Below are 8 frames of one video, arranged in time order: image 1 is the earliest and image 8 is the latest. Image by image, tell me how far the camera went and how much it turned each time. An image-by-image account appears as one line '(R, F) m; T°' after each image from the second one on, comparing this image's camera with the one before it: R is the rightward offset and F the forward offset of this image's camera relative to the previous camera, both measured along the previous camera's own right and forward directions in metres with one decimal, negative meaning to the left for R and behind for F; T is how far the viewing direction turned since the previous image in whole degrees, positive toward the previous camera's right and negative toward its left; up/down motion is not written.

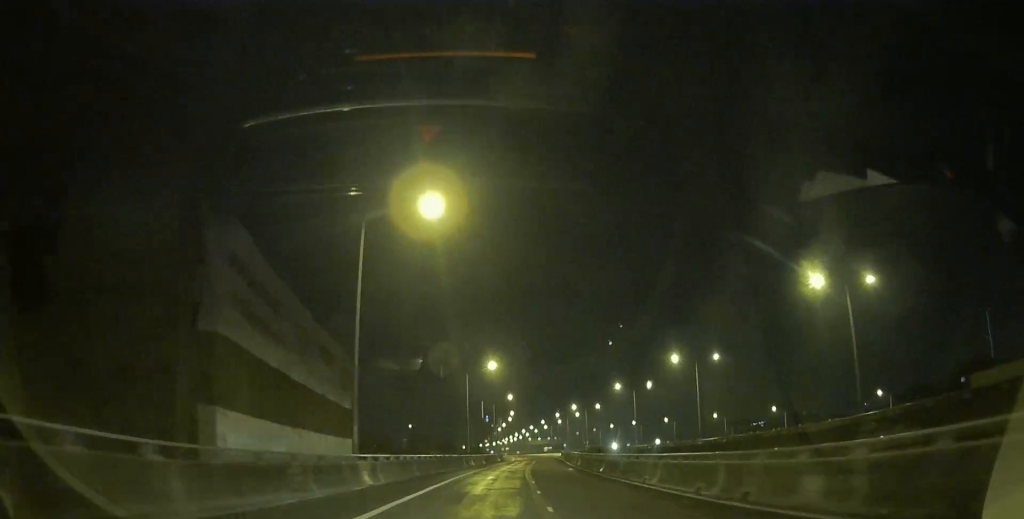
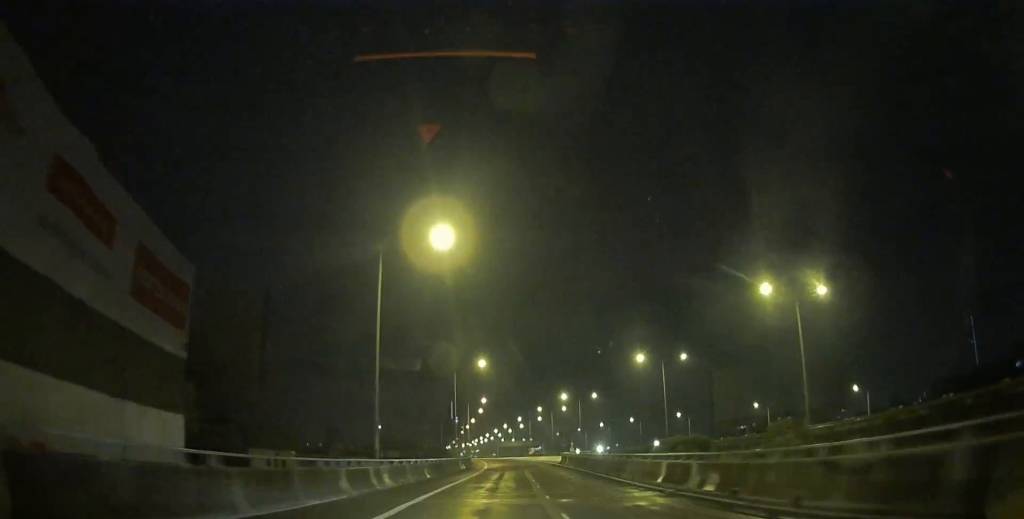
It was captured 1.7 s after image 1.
(+0.7, +35.1) m; +2°
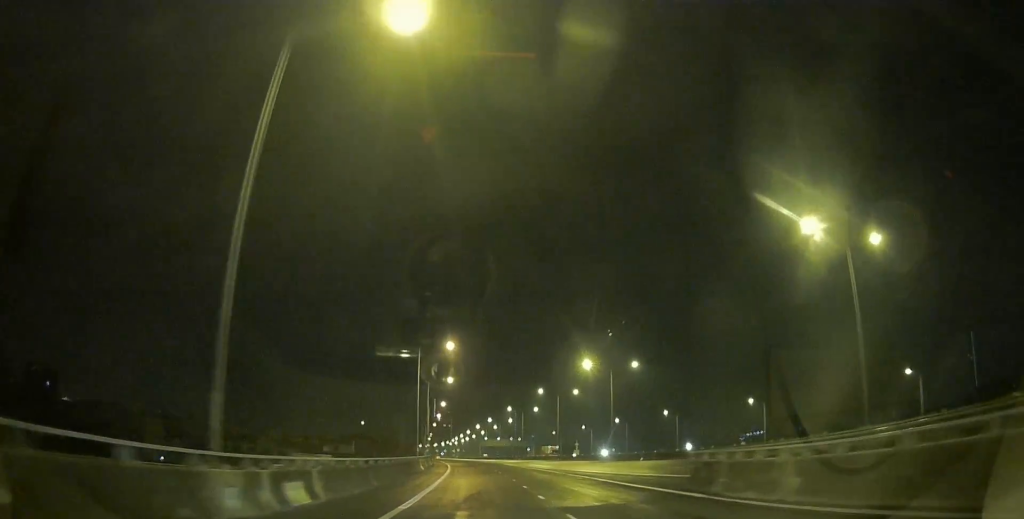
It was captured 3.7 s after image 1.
(+0.2, +45.5) m; 0°
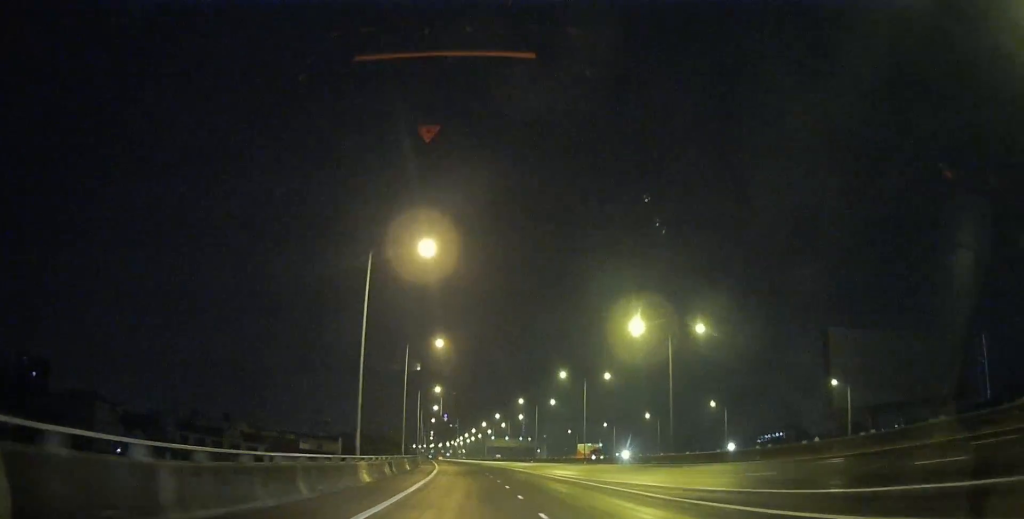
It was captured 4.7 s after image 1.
(-0.1, +21.7) m; -1°
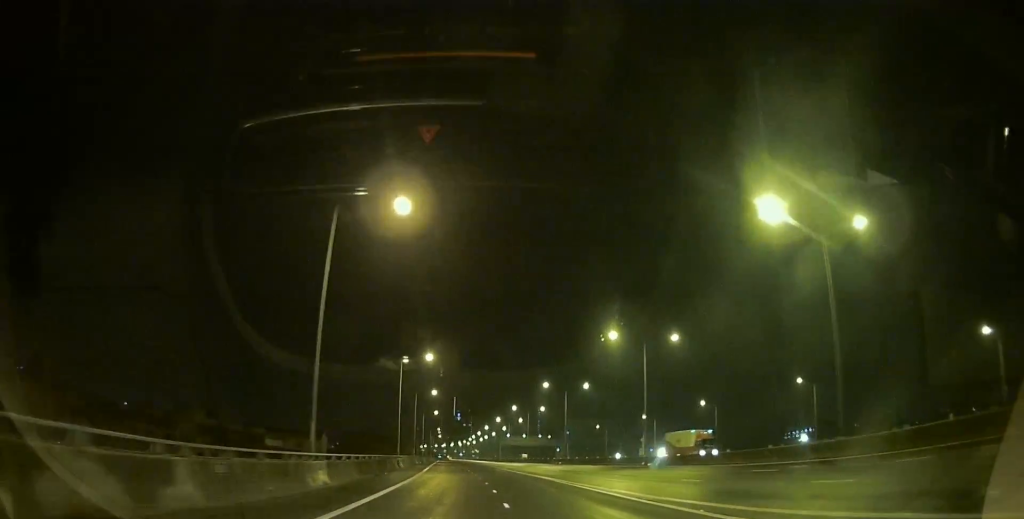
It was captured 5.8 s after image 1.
(-0.2, +25.0) m; -1°
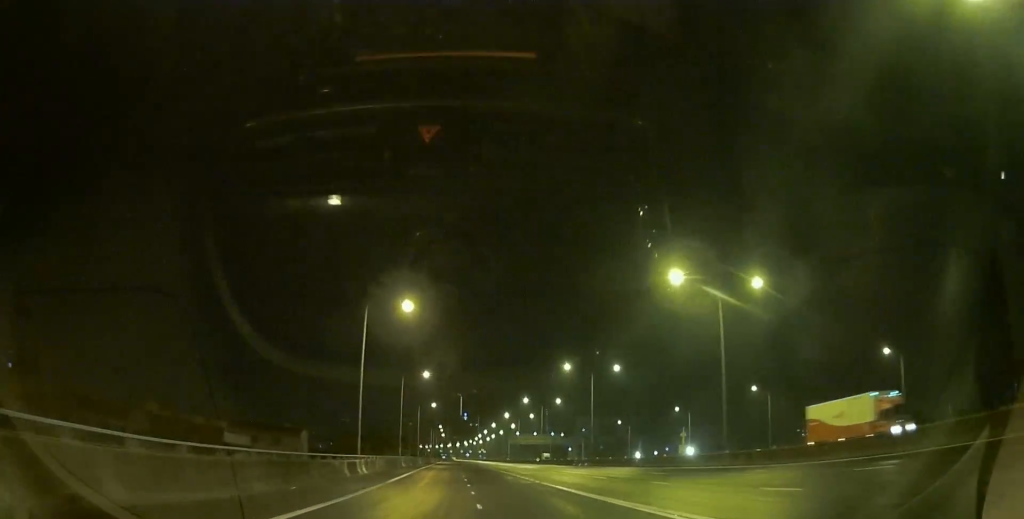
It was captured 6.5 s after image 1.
(-0.2, +17.6) m; 0°
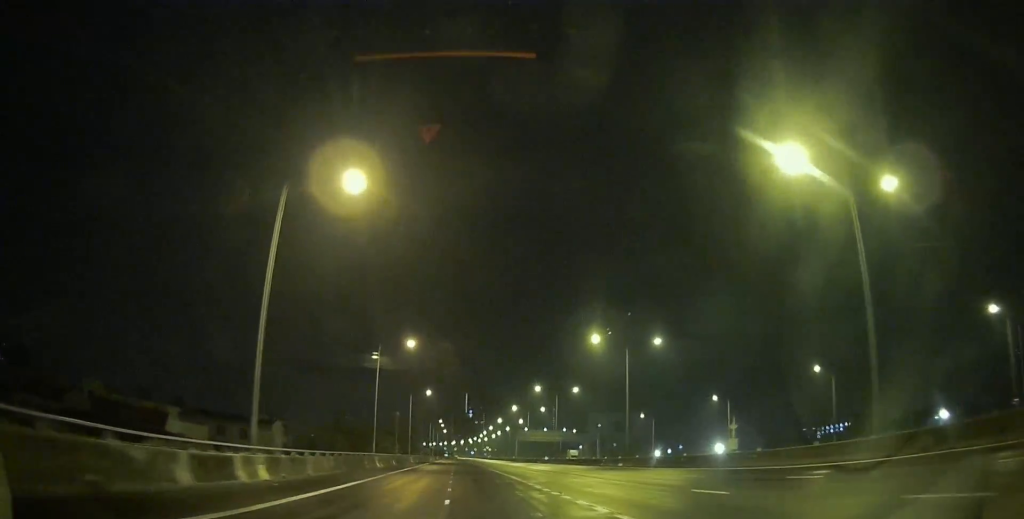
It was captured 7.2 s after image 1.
(0.0, +15.7) m; 0°
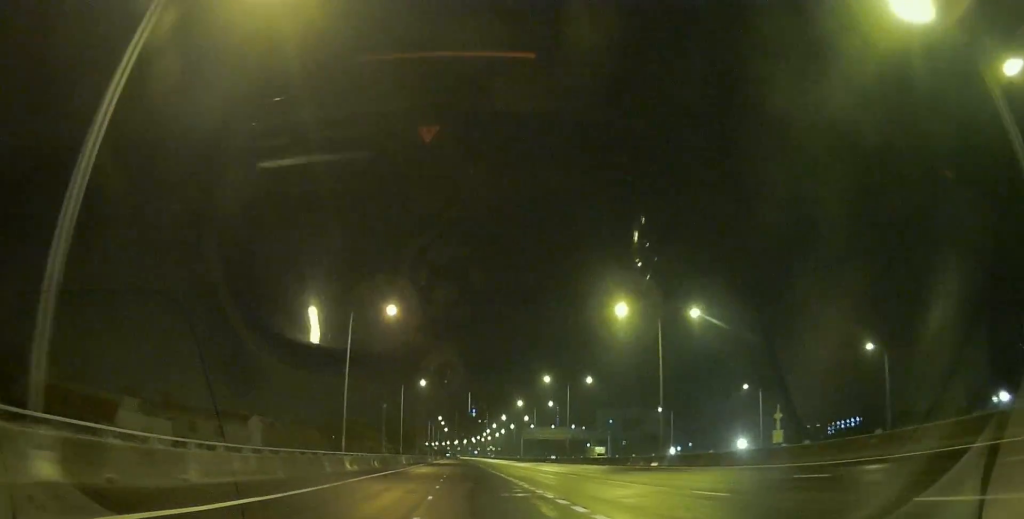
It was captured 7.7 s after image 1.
(0.0, +10.4) m; 0°
